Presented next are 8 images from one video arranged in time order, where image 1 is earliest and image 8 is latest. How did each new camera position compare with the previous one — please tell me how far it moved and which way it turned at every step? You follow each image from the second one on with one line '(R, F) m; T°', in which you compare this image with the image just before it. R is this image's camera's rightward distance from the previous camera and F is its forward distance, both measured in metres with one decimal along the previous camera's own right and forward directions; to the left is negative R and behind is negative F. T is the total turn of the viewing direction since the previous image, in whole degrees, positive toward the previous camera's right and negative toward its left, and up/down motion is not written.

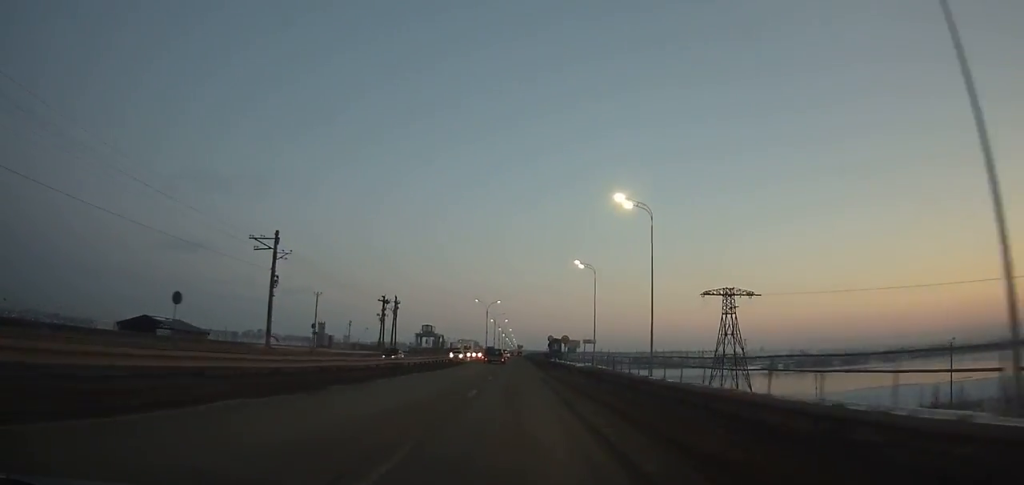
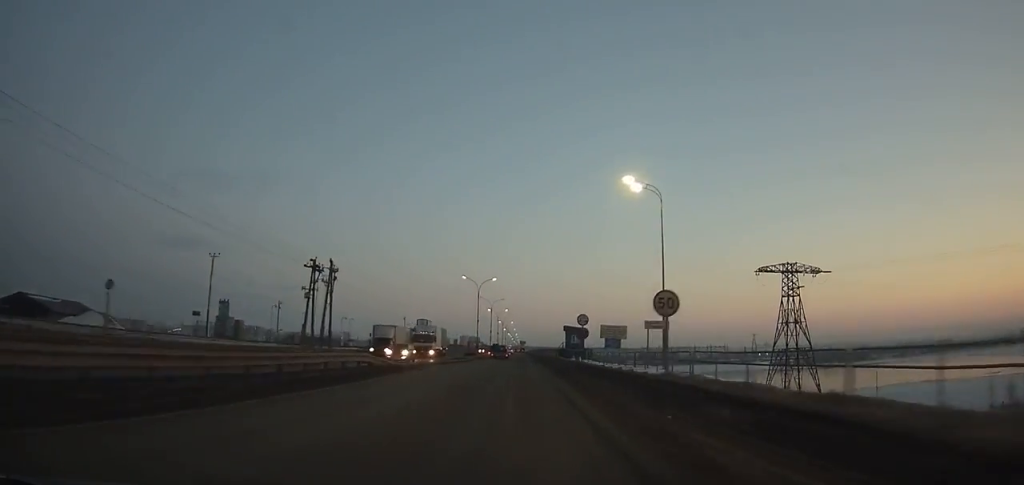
(0.0, +31.7) m; 0°
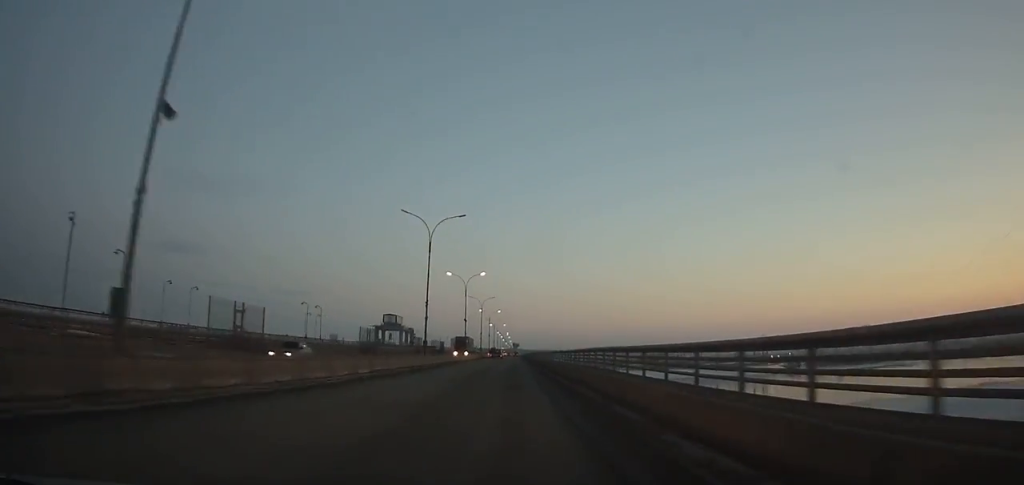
(+0.2, +78.1) m; 0°
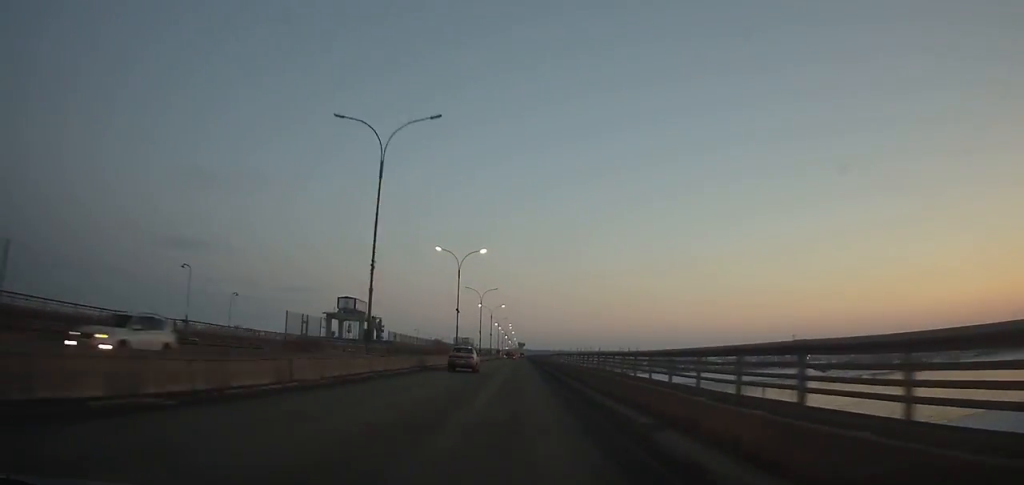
(-0.3, +91.2) m; 0°
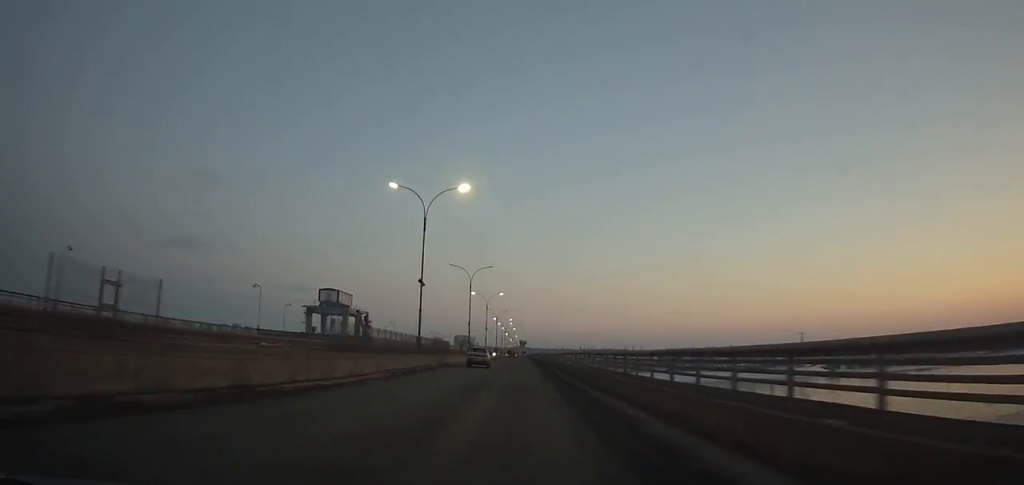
(+0.1, +23.2) m; 0°
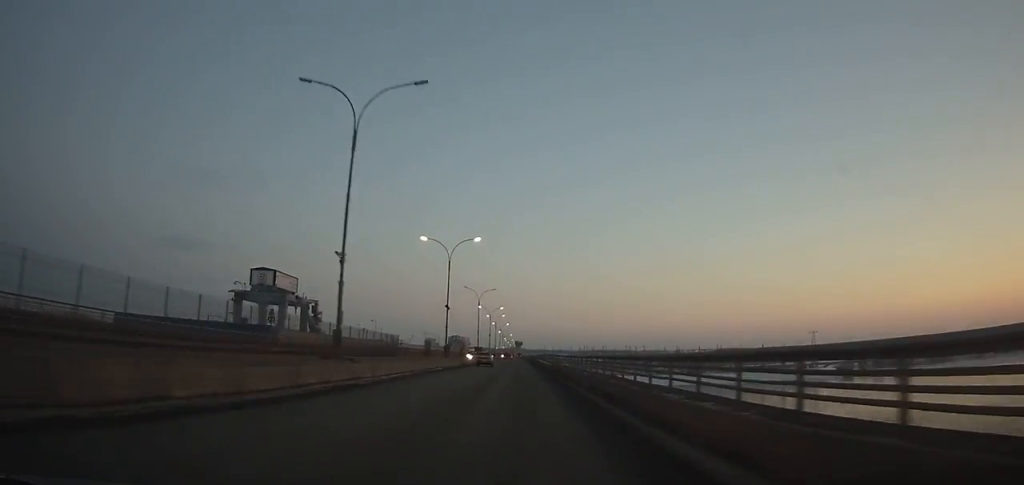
(+0.1, +49.8) m; 0°
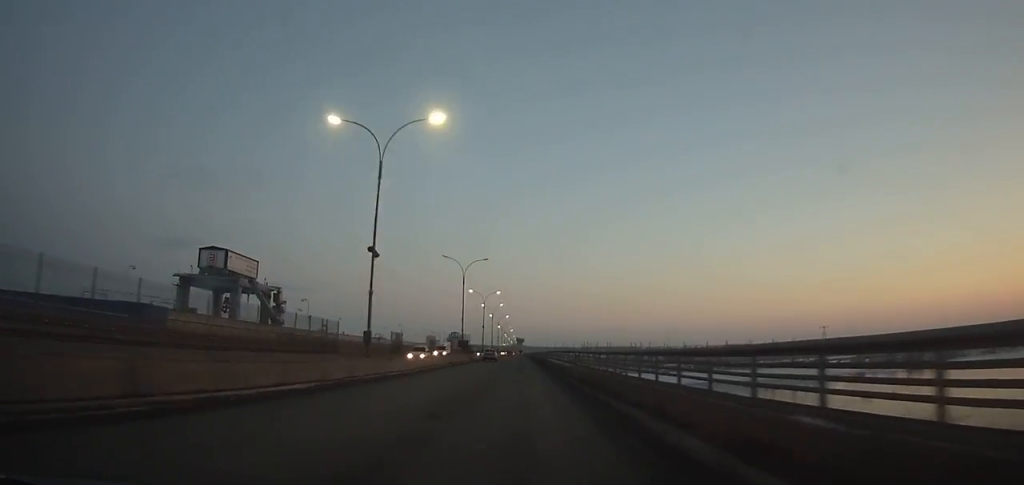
(0.0, +26.5) m; 0°
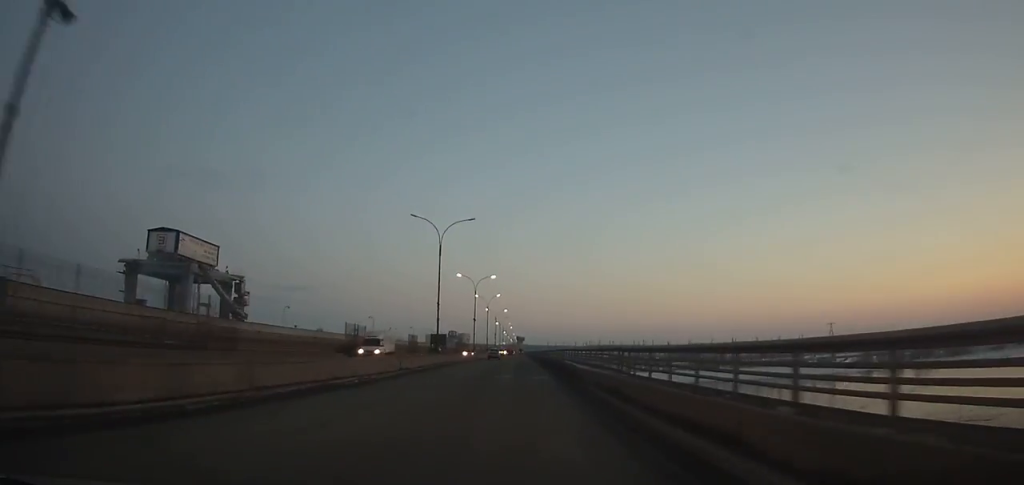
(0.0, +20.3) m; 0°
